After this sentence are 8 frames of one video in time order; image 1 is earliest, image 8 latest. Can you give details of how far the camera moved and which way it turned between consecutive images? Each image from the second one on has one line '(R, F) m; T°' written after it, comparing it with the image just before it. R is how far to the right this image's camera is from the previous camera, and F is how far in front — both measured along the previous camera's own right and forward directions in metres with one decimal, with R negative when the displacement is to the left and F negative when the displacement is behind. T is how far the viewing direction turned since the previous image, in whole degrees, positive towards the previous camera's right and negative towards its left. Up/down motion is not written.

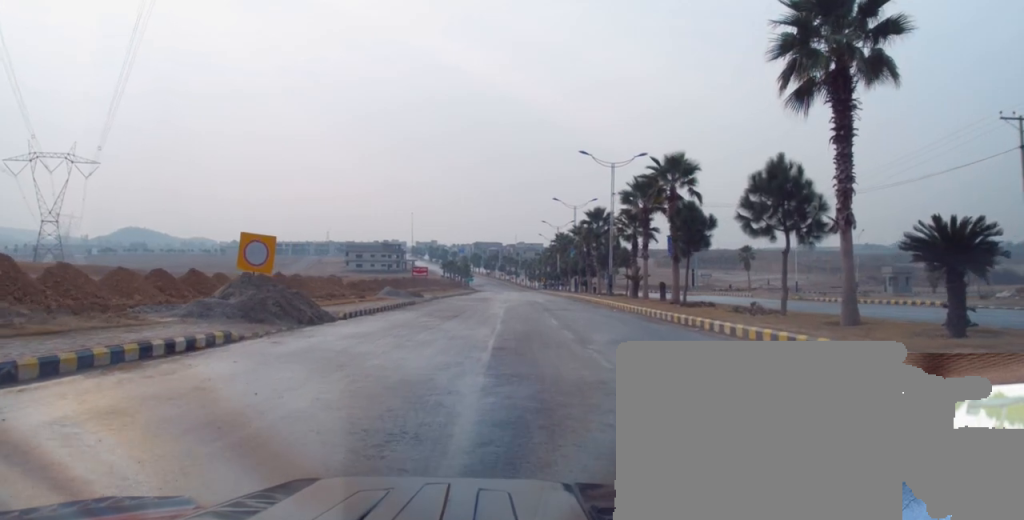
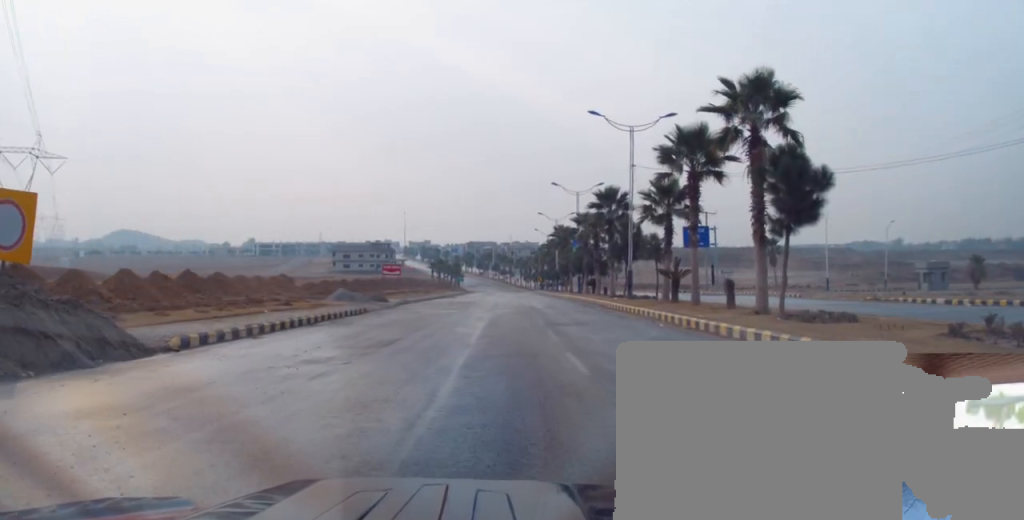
(+0.6, +12.7) m; +1°
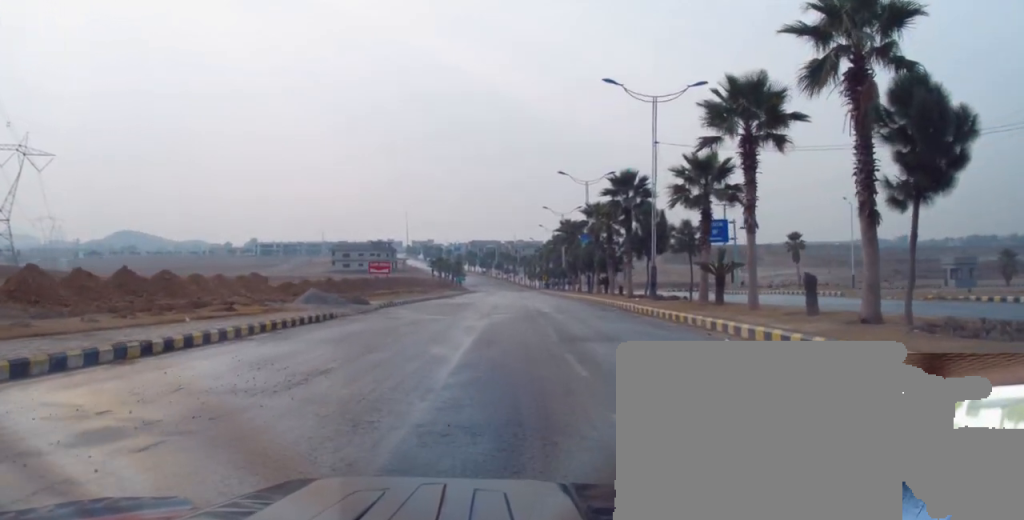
(-0.5, +6.6) m; -4°
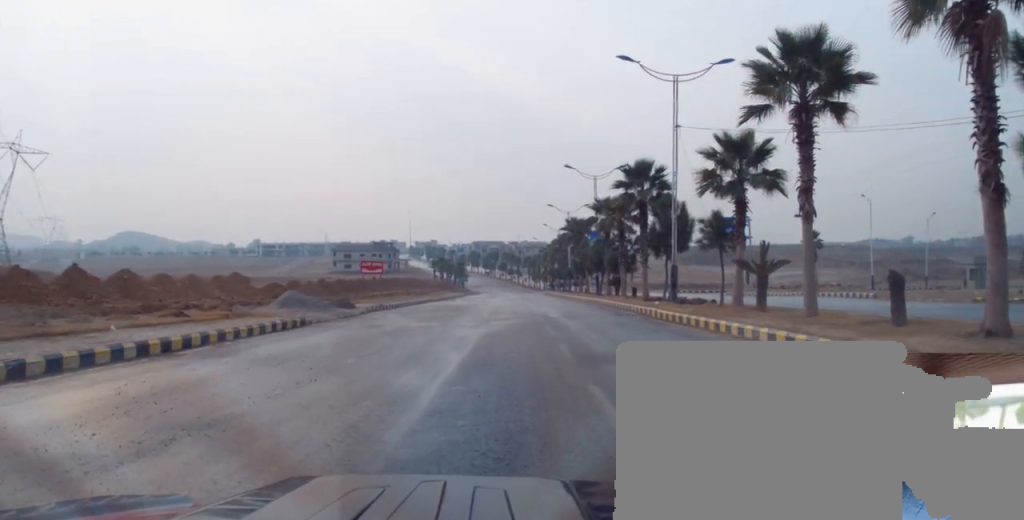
(-0.3, +4.1) m; +3°
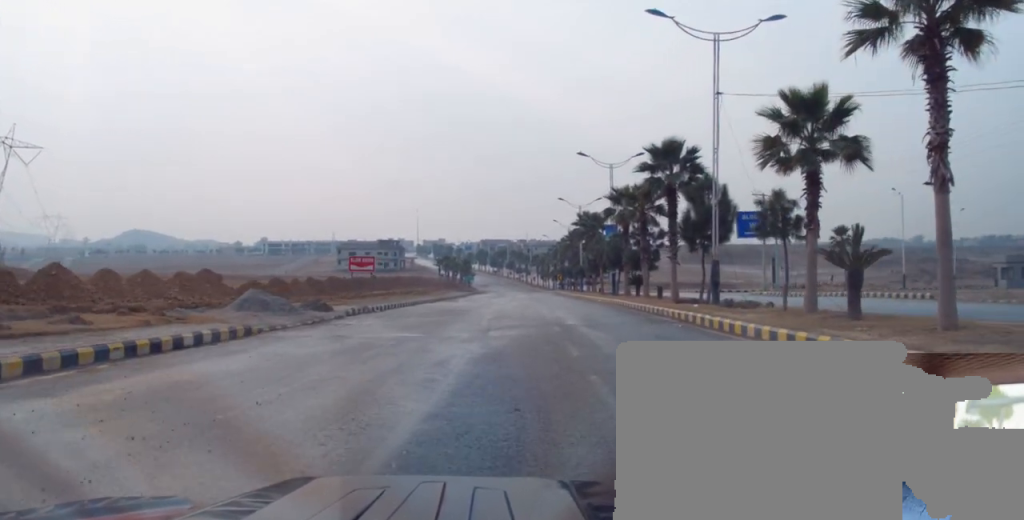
(+0.7, +5.4) m; 0°
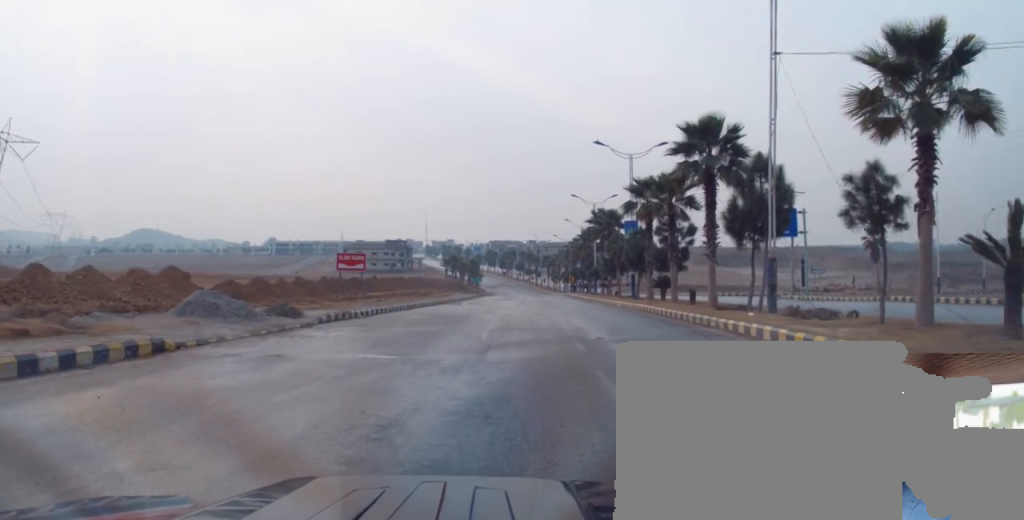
(-0.4, +5.0) m; -3°
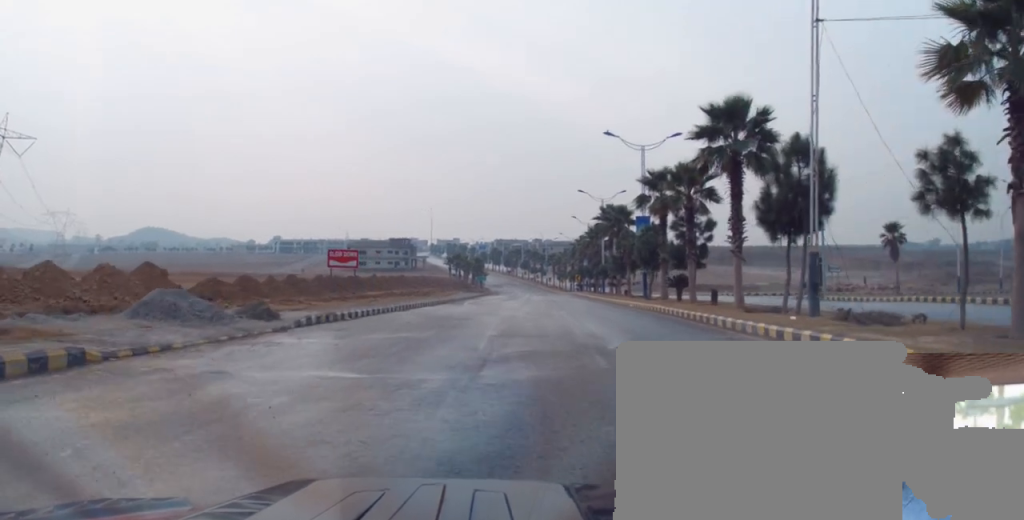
(-0.2, +2.8) m; -1°
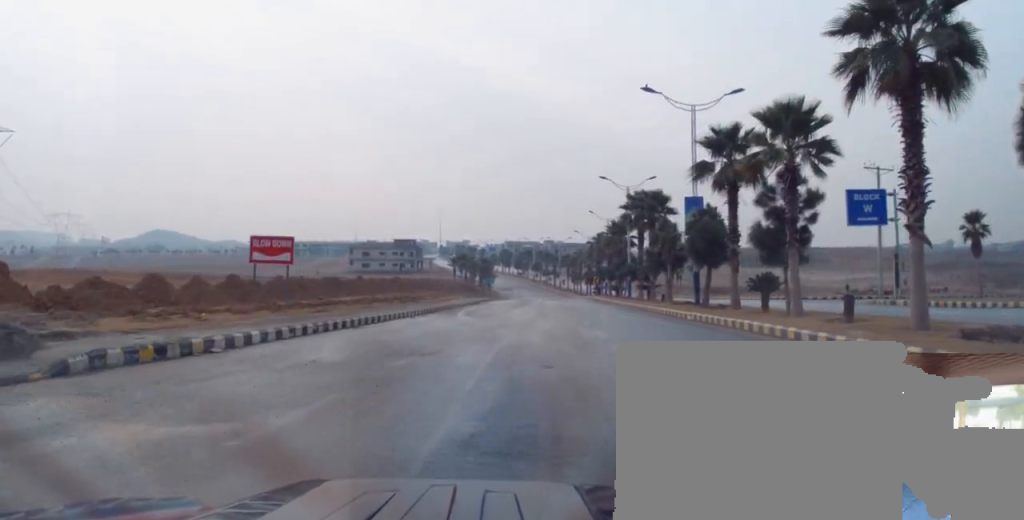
(+0.9, +11.9) m; +2°
